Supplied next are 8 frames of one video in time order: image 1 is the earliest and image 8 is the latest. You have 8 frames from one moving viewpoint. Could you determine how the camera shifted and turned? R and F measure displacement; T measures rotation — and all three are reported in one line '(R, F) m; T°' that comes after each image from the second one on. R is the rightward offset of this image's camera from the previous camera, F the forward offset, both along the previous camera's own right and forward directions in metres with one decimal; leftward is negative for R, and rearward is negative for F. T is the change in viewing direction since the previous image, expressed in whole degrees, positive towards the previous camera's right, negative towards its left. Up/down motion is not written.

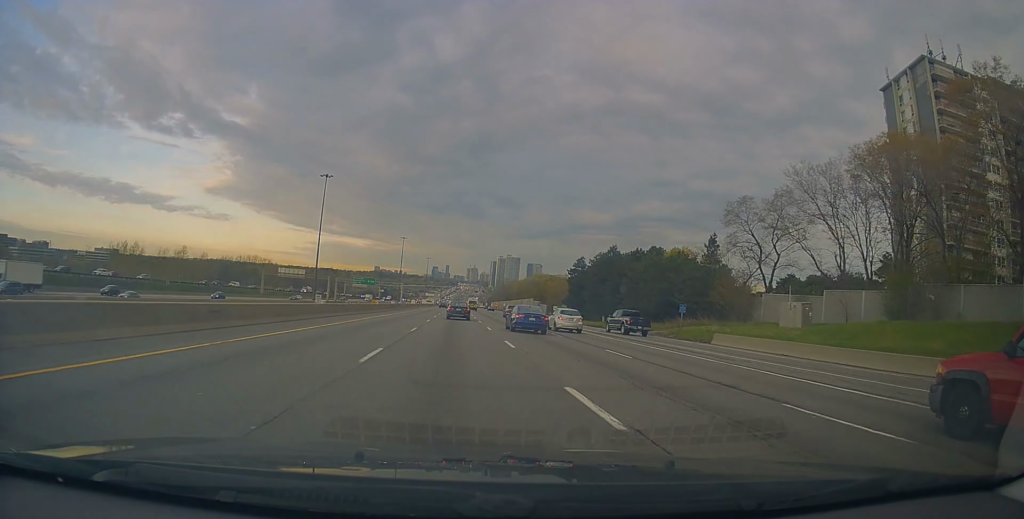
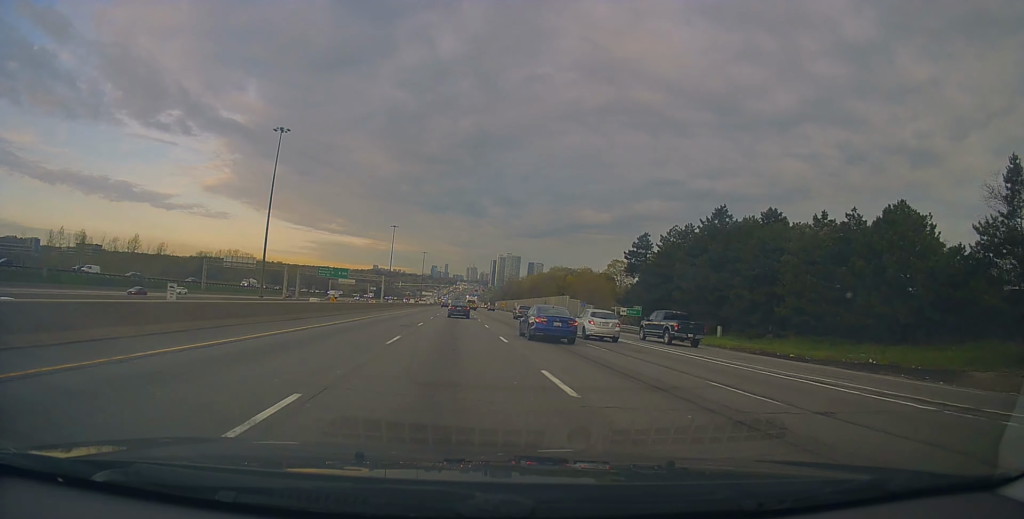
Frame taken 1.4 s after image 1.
(-0.4, +43.5) m; 0°
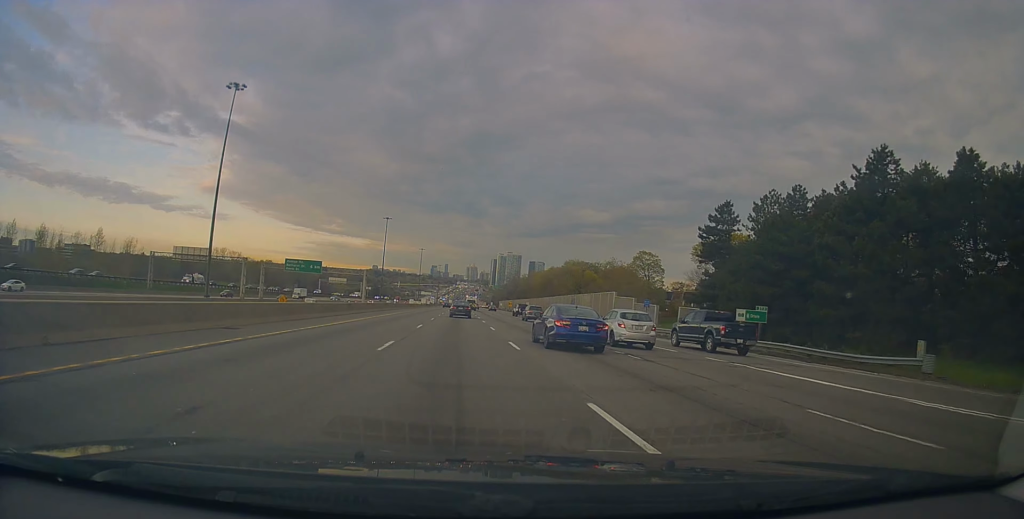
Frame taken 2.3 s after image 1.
(+0.2, +27.3) m; +1°
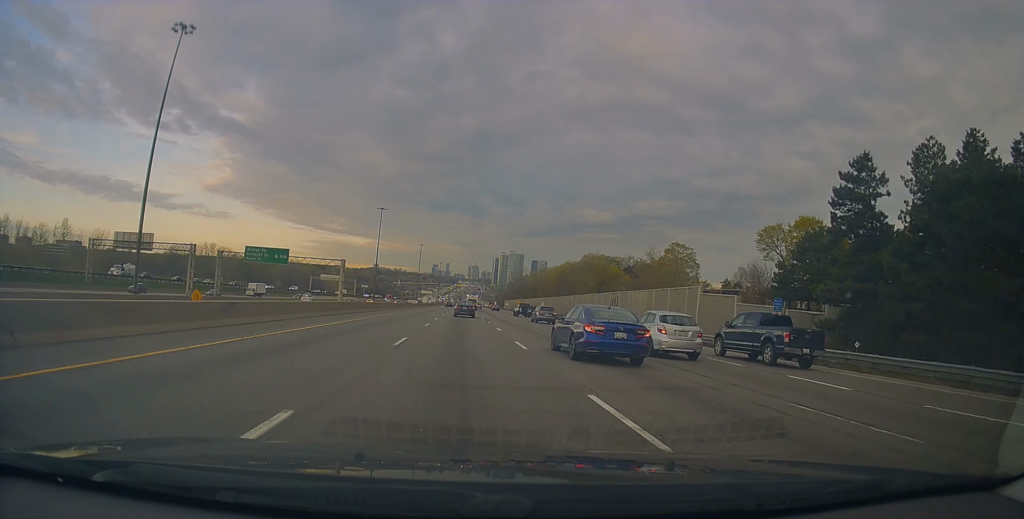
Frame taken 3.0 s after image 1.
(+0.5, +22.3) m; 0°
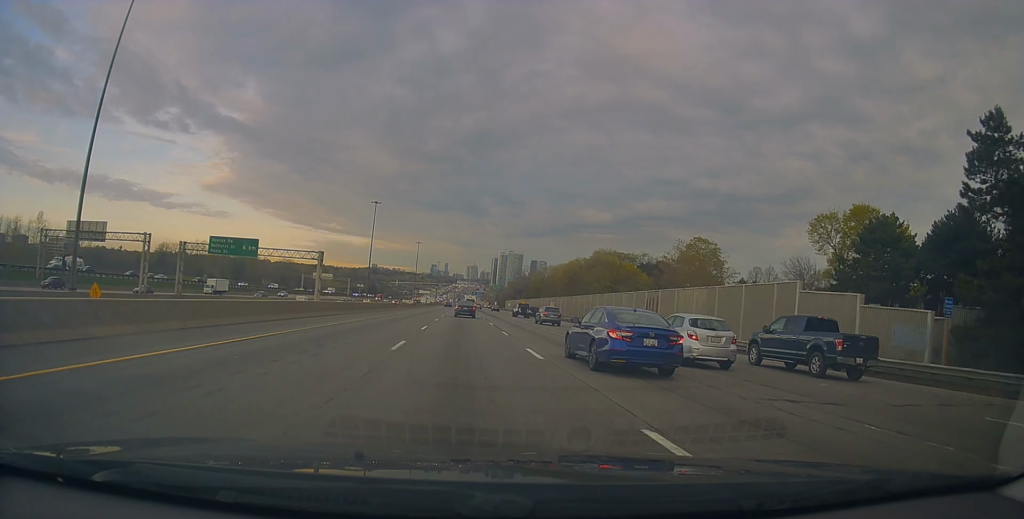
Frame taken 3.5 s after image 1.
(-0.2, +13.6) m; 0°
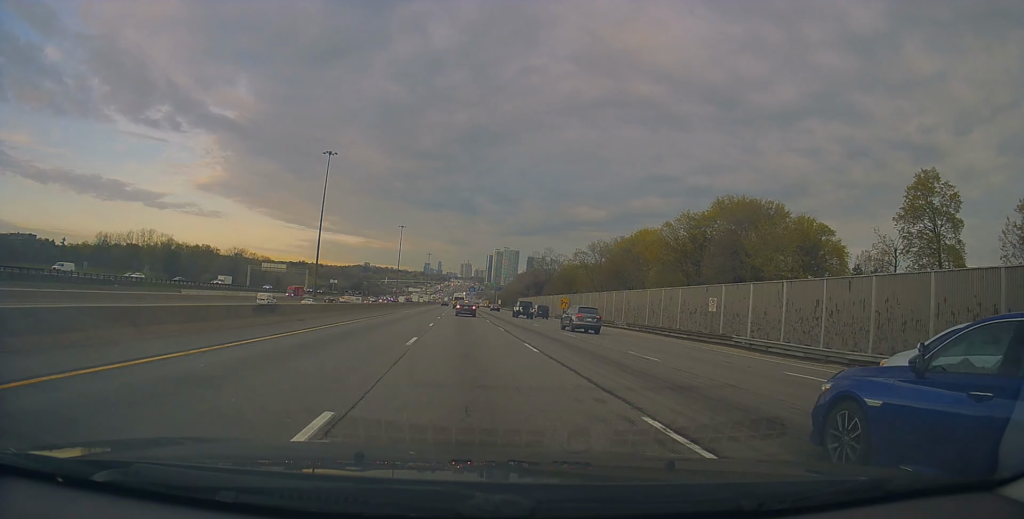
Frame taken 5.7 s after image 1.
(-1.3, +68.9) m; -1°
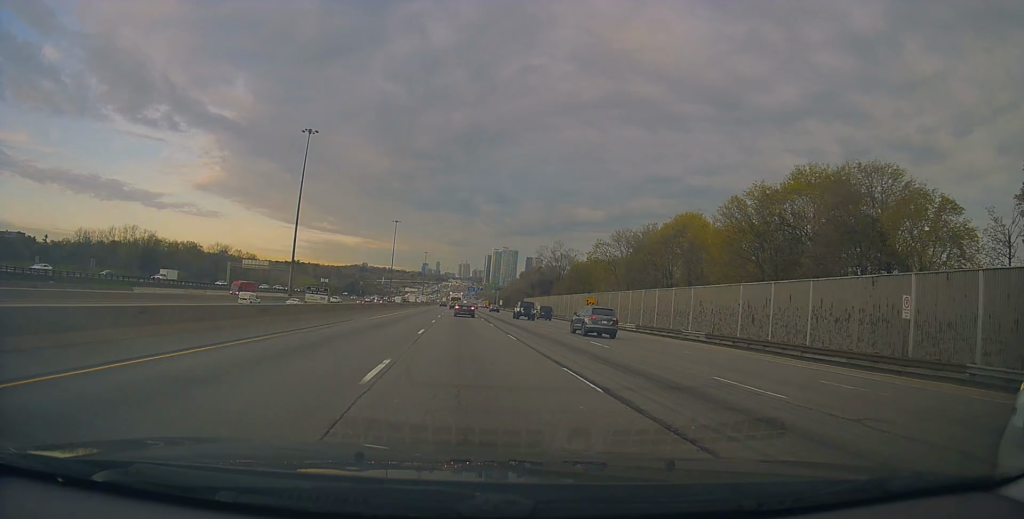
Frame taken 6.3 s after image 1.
(+0.2, +19.4) m; +1°
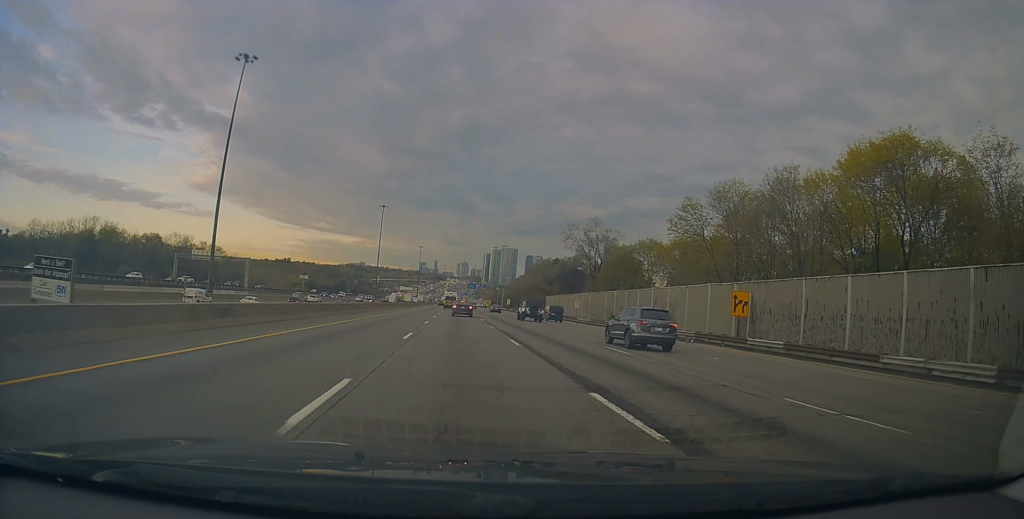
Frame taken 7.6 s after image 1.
(+0.9, +39.8) m; +1°
